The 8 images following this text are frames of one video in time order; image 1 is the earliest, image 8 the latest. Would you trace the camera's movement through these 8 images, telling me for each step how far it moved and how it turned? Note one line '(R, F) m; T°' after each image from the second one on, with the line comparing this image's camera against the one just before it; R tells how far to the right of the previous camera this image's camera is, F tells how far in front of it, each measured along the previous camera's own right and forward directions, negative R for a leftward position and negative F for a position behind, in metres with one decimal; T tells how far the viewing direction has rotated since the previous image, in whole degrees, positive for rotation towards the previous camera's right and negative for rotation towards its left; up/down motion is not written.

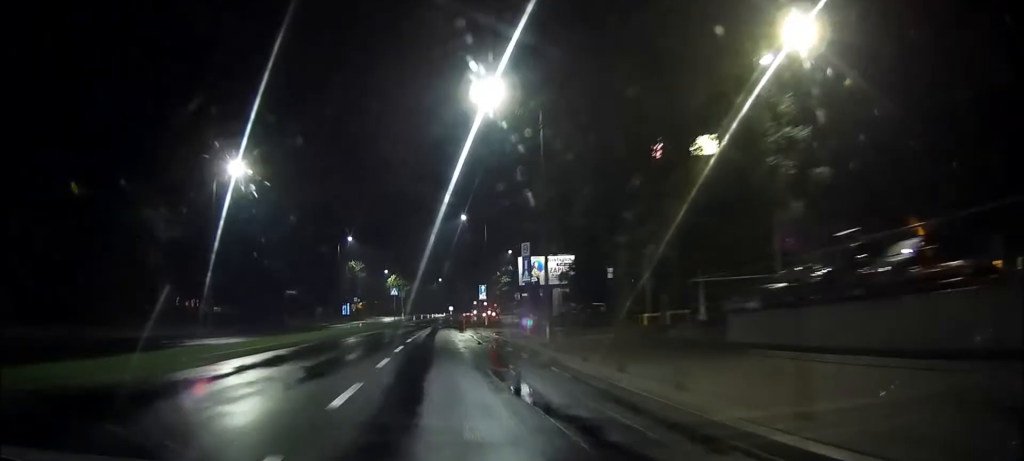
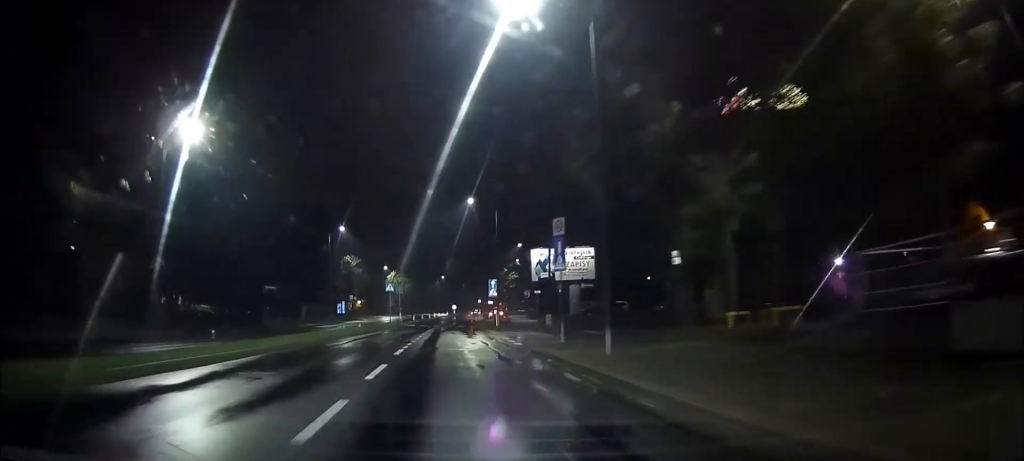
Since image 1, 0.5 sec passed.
(0.0, +7.7) m; +1°
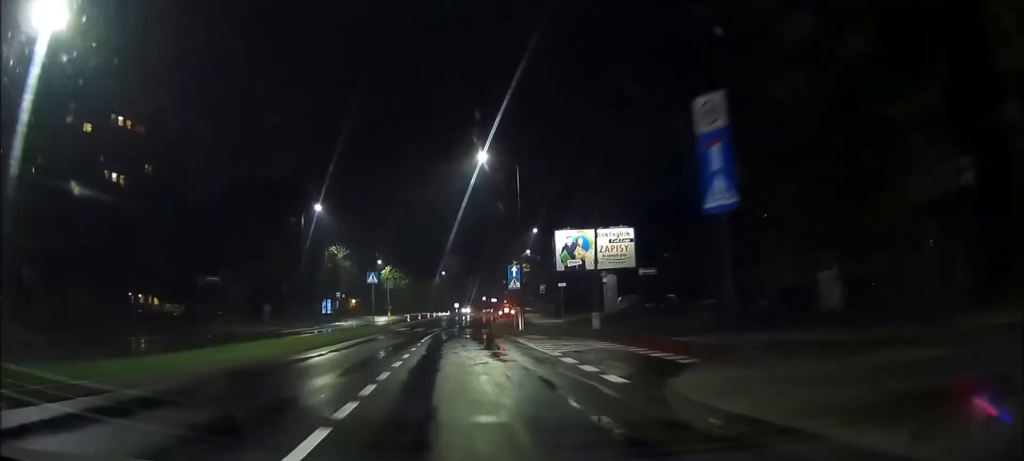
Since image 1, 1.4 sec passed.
(+0.1, +12.6) m; +1°
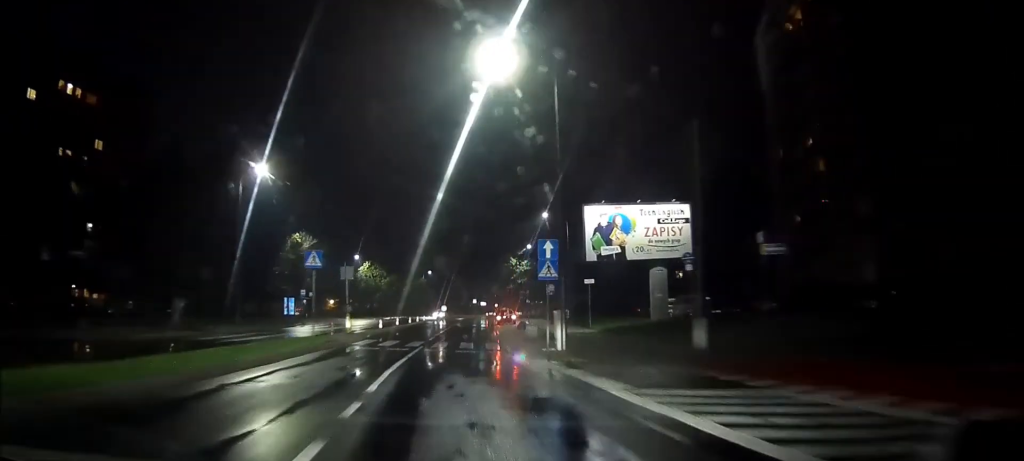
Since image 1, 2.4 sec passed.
(0.0, +13.7) m; +1°
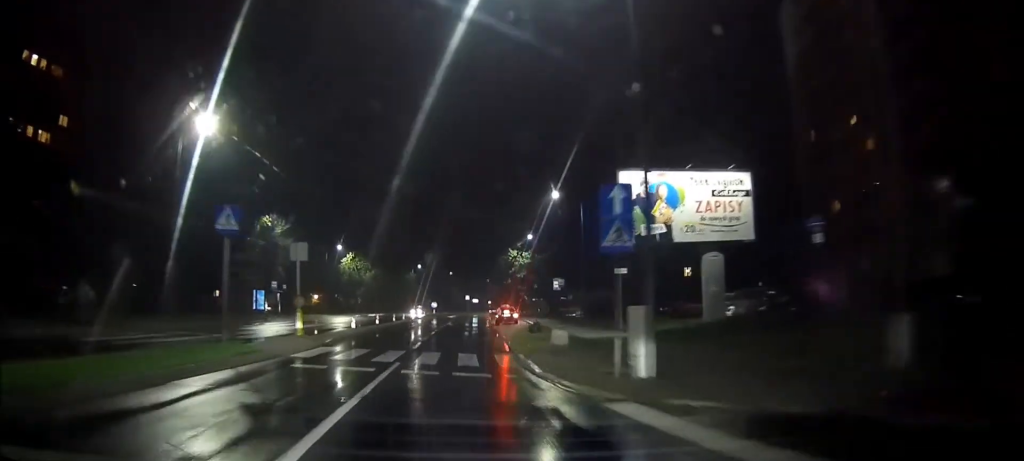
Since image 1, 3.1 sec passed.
(0.0, +8.8) m; 0°
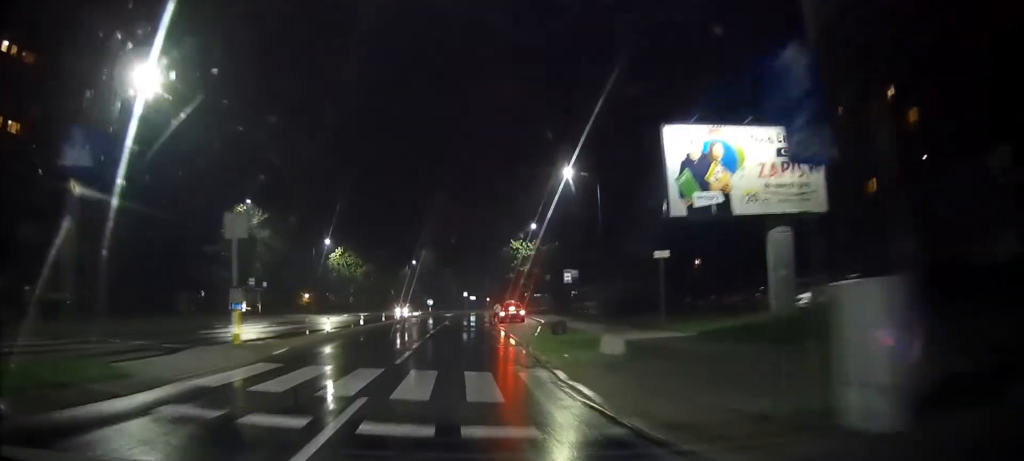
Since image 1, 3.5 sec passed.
(+0.1, +6.5) m; 0°
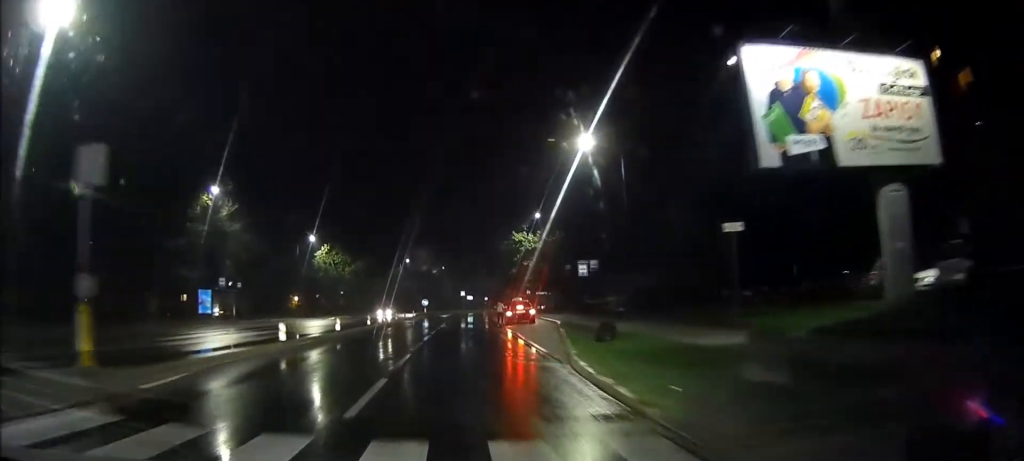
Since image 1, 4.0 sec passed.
(0.0, +7.0) m; 0°
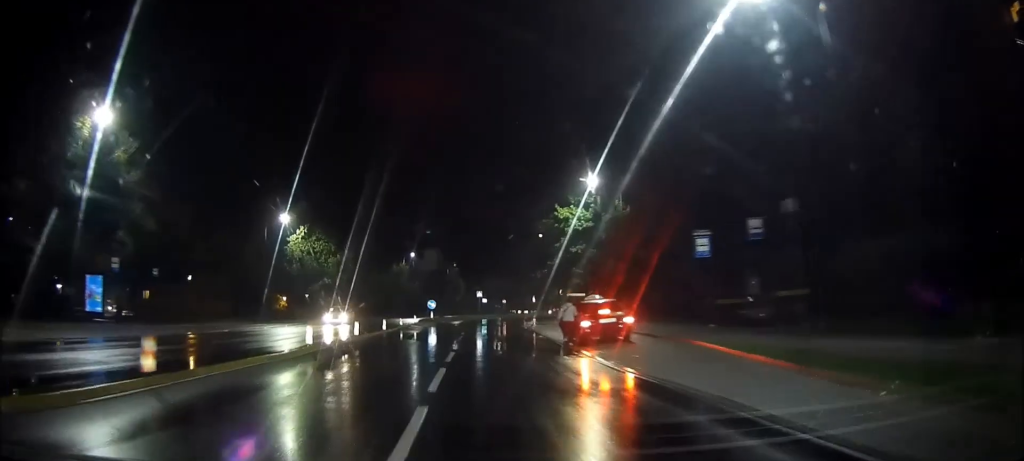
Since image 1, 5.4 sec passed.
(0.0, +19.6) m; +2°
